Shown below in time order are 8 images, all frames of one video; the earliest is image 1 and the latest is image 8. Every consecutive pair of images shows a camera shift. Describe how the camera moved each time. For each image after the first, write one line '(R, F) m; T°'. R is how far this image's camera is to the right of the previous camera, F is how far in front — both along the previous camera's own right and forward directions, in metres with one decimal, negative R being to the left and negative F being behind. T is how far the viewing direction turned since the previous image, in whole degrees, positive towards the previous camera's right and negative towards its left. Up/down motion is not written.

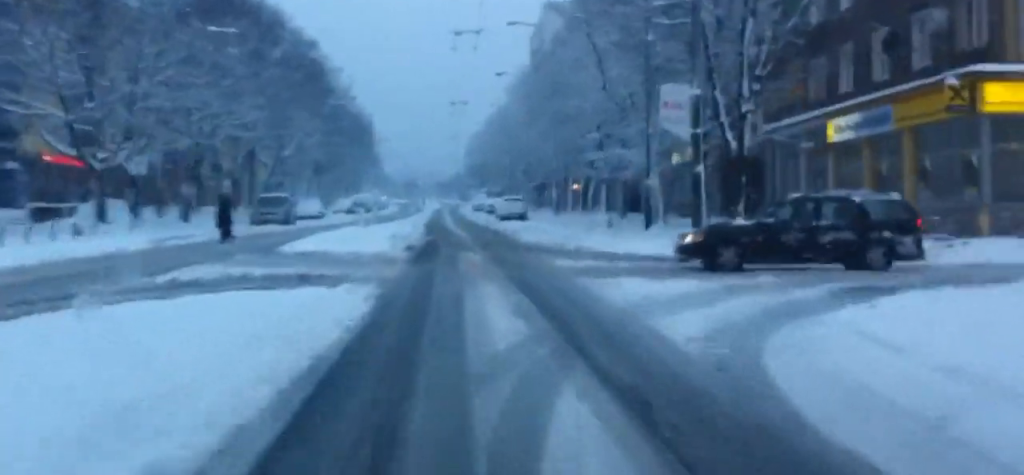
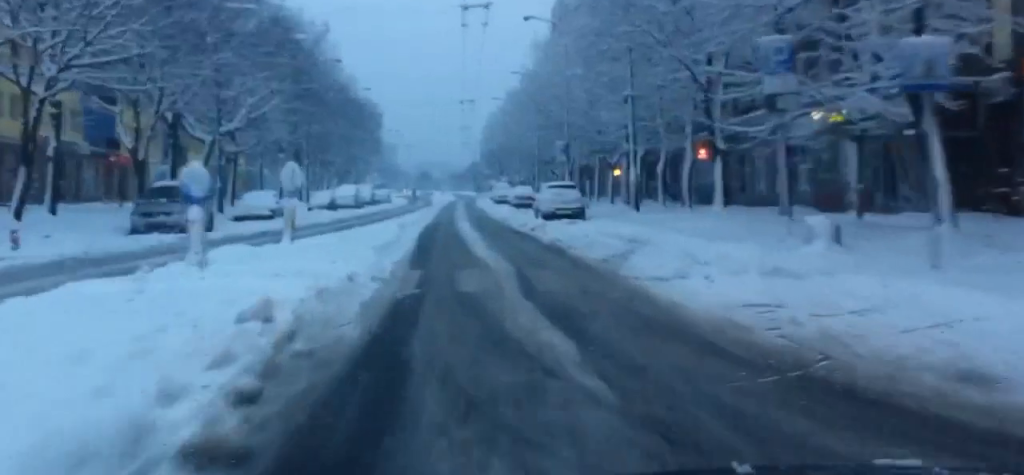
(-0.3, +25.9) m; -2°
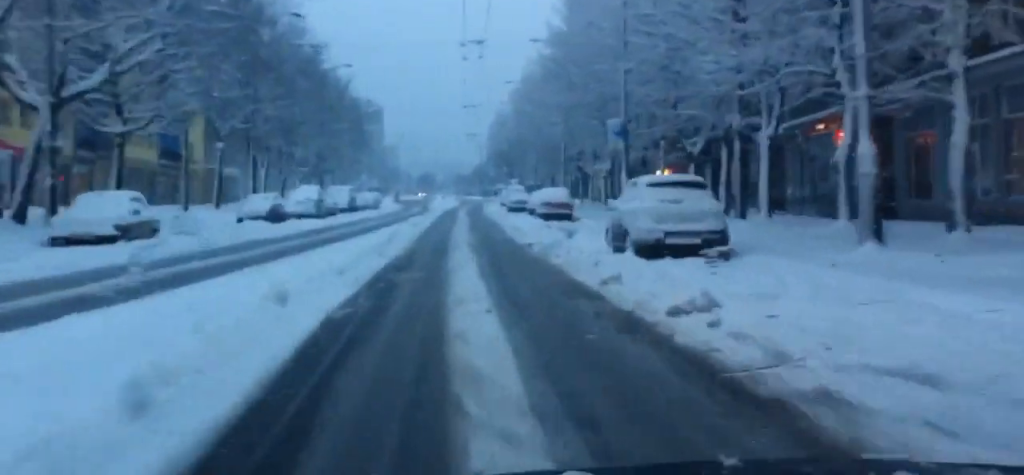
(-0.8, +24.2) m; -3°
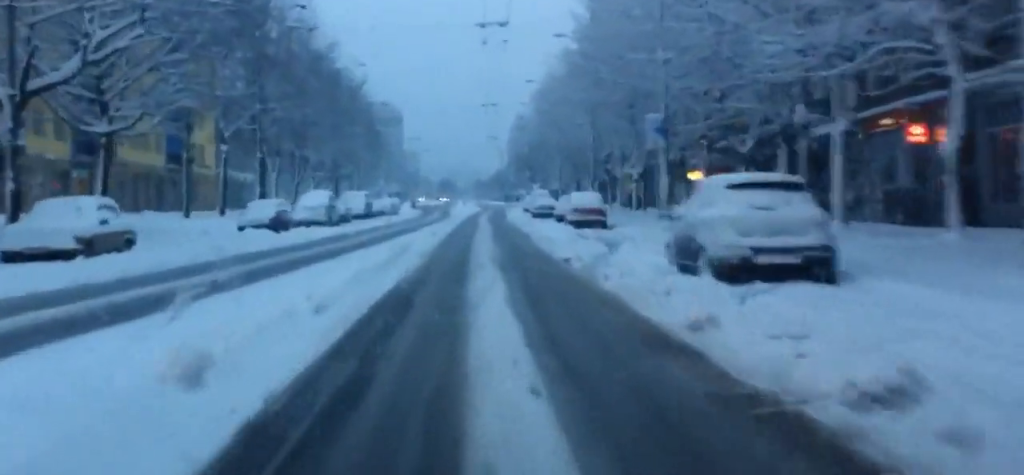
(0.0, +4.7) m; 0°
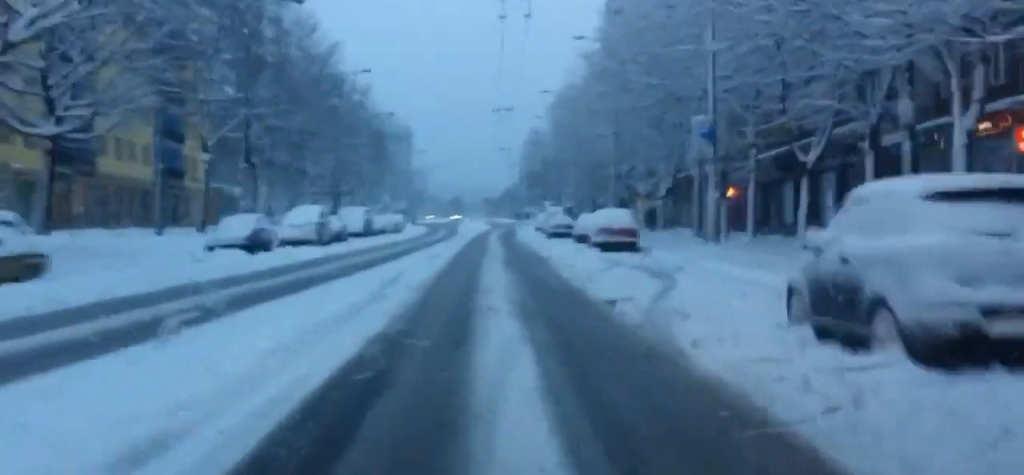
(0.0, +6.6) m; 0°
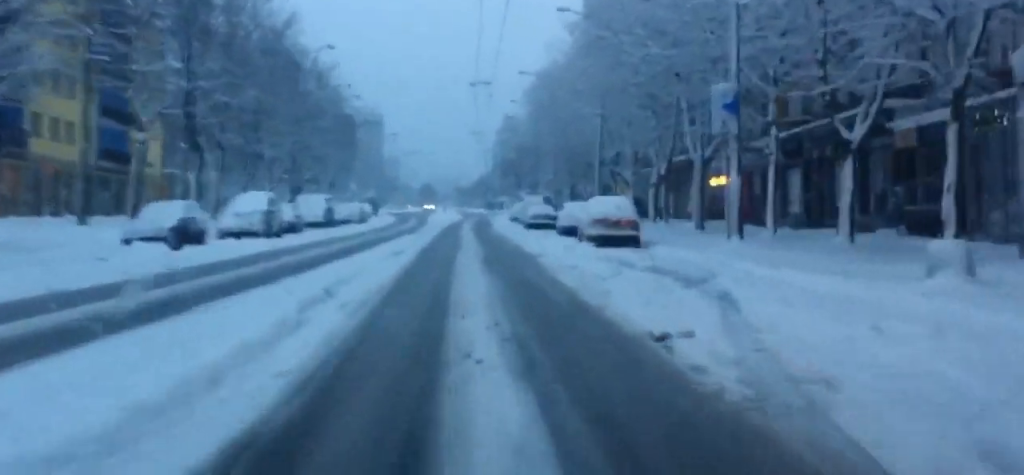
(+0.1, +6.2) m; 0°
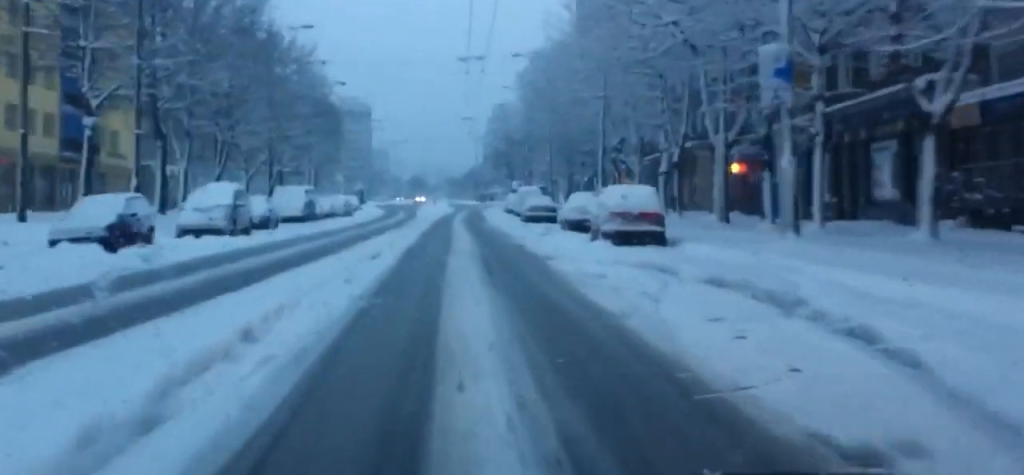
(0.0, +5.3) m; 0°
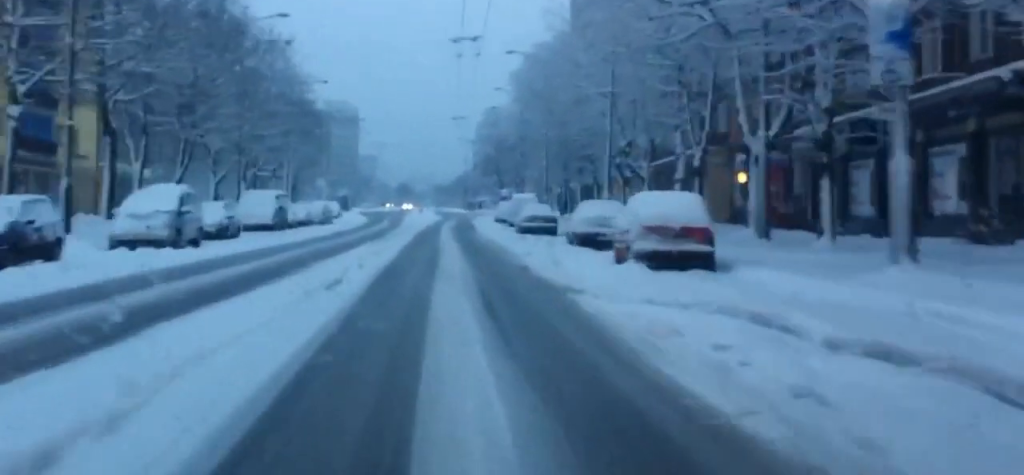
(-0.1, +6.4) m; 0°
